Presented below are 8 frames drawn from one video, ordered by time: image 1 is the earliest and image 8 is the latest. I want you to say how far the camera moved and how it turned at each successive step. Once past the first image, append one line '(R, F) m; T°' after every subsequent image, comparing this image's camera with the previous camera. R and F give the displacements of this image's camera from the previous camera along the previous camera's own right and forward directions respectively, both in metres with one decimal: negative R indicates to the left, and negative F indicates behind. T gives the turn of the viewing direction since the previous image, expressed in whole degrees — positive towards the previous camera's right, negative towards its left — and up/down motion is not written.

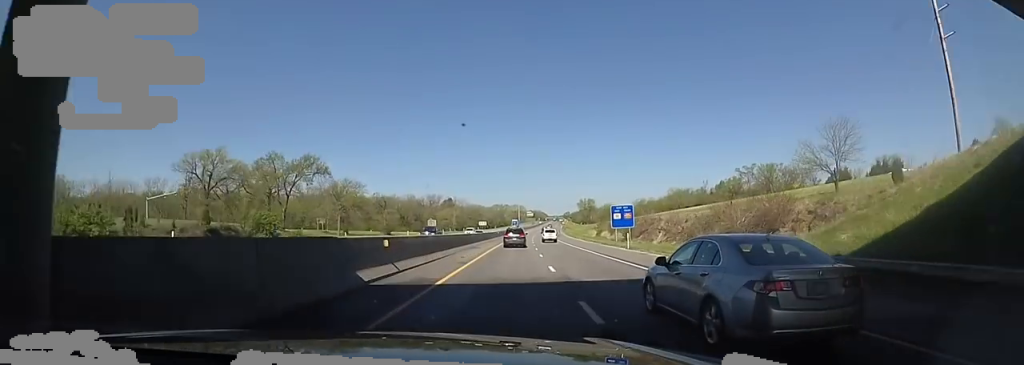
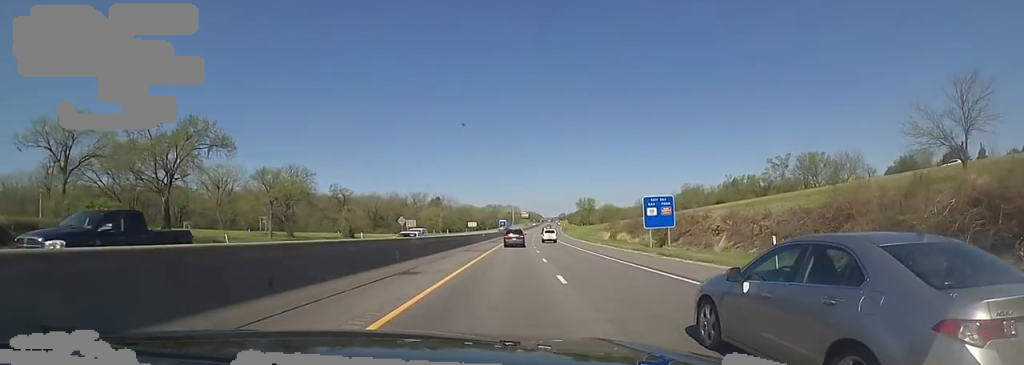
(-0.1, +23.4) m; +2°
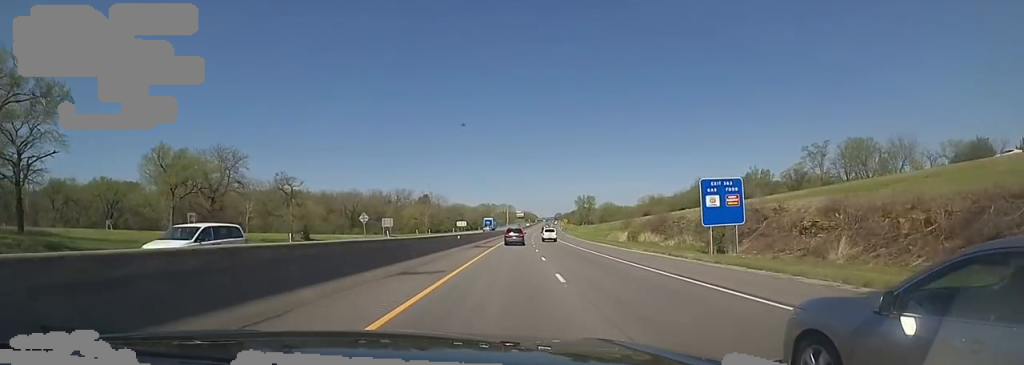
(+0.9, +19.3) m; 0°
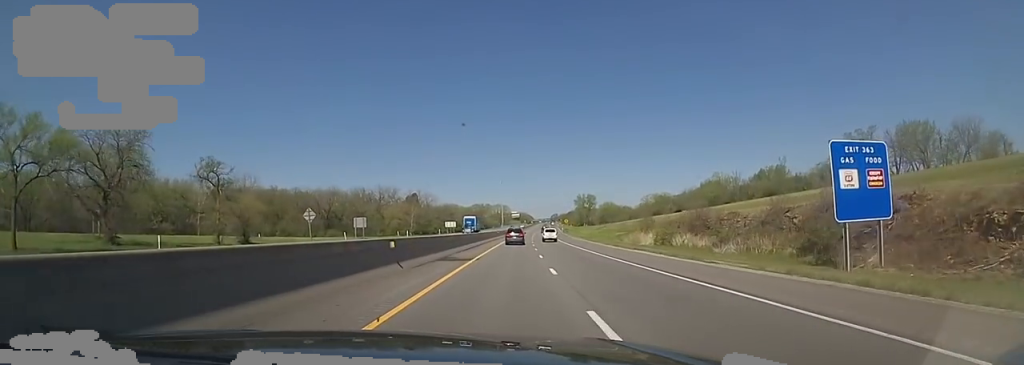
(+0.1, +17.3) m; 0°
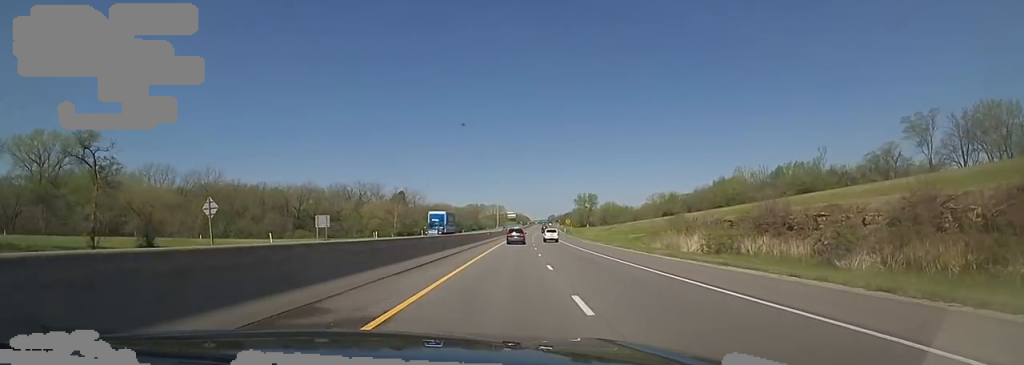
(-0.8, +17.3) m; 0°
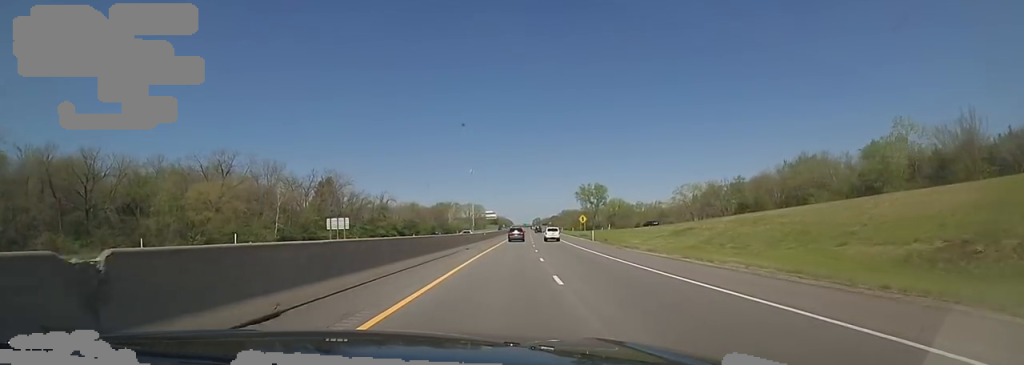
(+3.8, +64.0) m; +5°
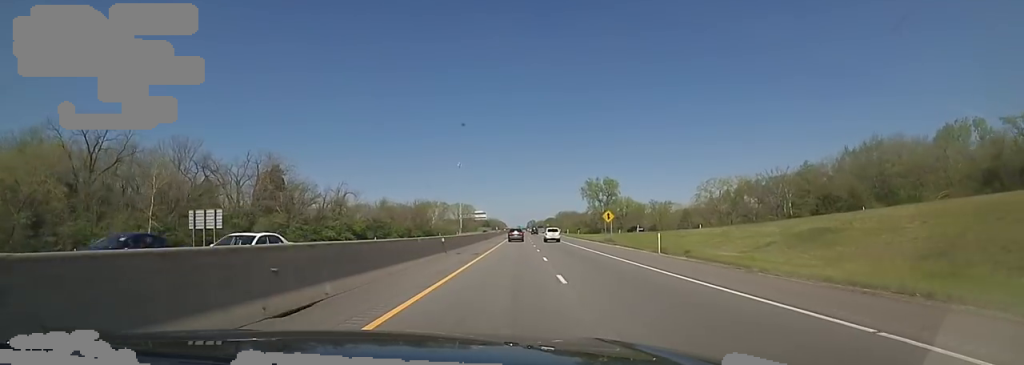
(-0.3, +29.1) m; 0°
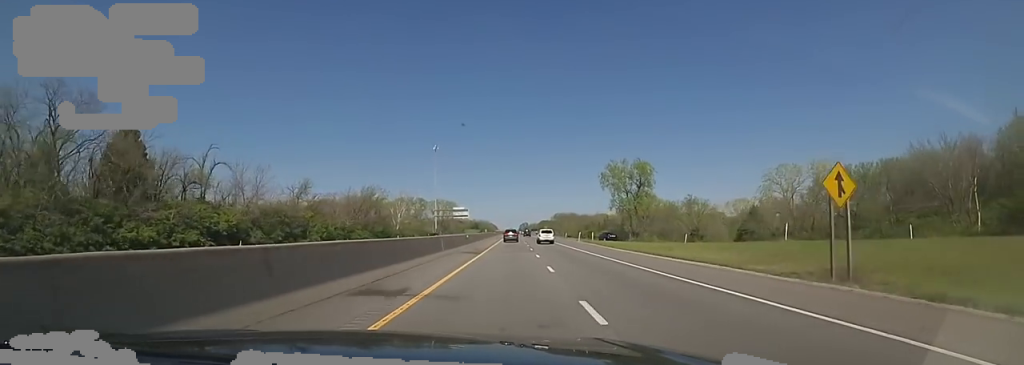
(+0.9, +44.7) m; 0°
